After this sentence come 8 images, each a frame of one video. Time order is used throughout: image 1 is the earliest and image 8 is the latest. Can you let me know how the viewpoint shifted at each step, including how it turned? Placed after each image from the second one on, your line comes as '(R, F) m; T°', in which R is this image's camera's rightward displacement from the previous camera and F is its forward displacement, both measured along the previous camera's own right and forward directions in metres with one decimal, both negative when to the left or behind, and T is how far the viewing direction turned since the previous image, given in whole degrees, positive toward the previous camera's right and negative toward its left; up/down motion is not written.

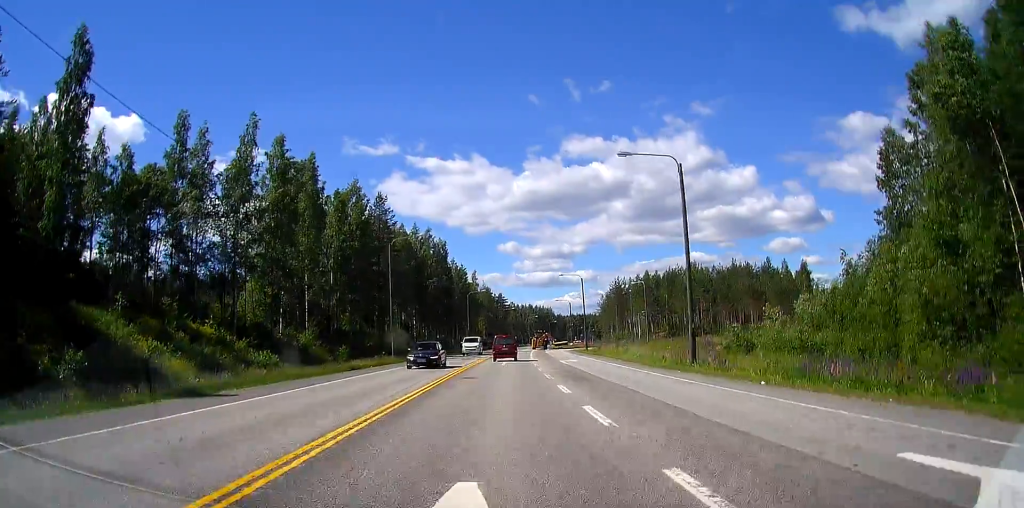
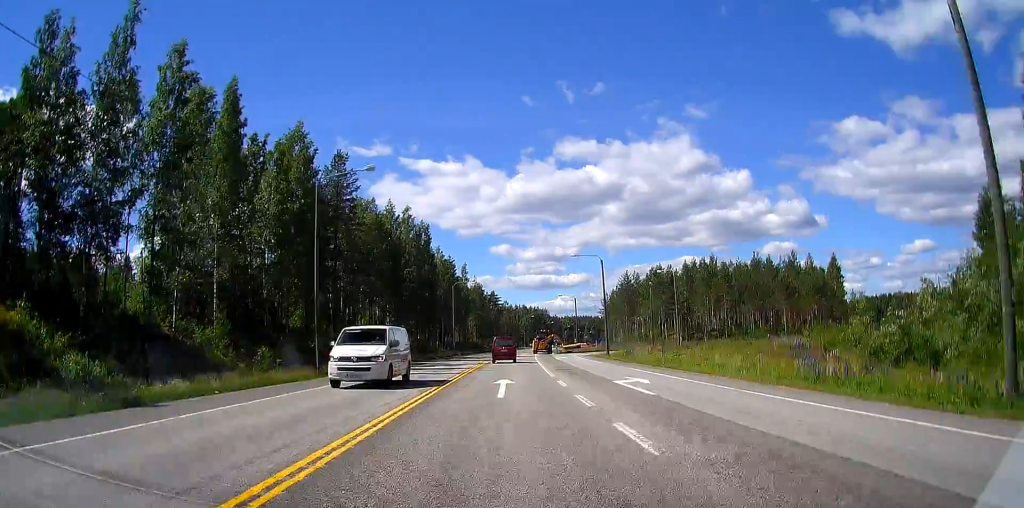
(+0.5, +20.9) m; +1°
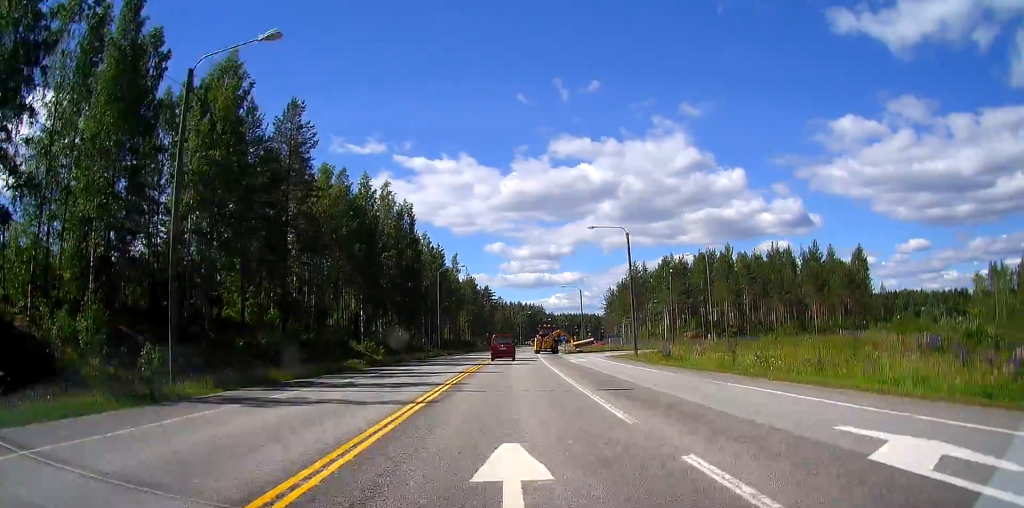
(0.0, +14.7) m; +1°
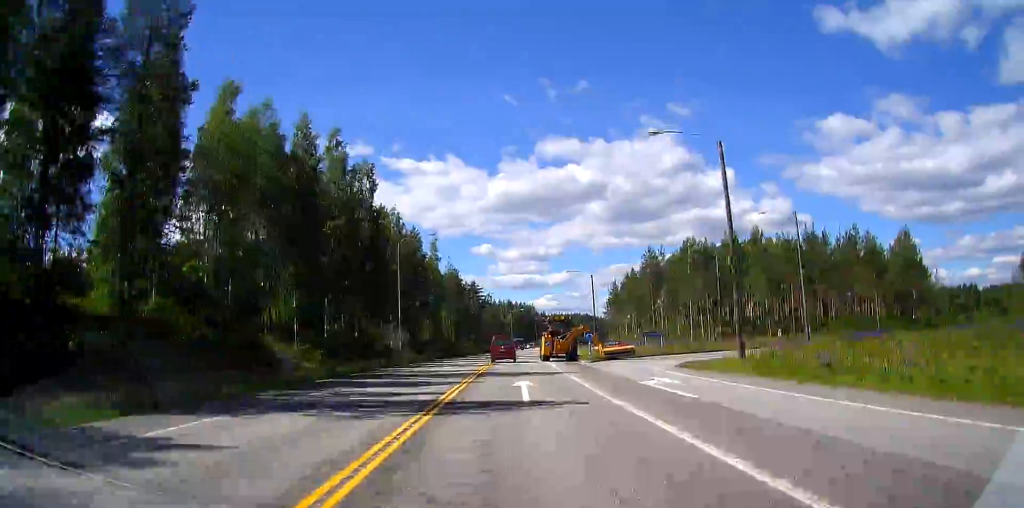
(+0.3, +22.5) m; +1°
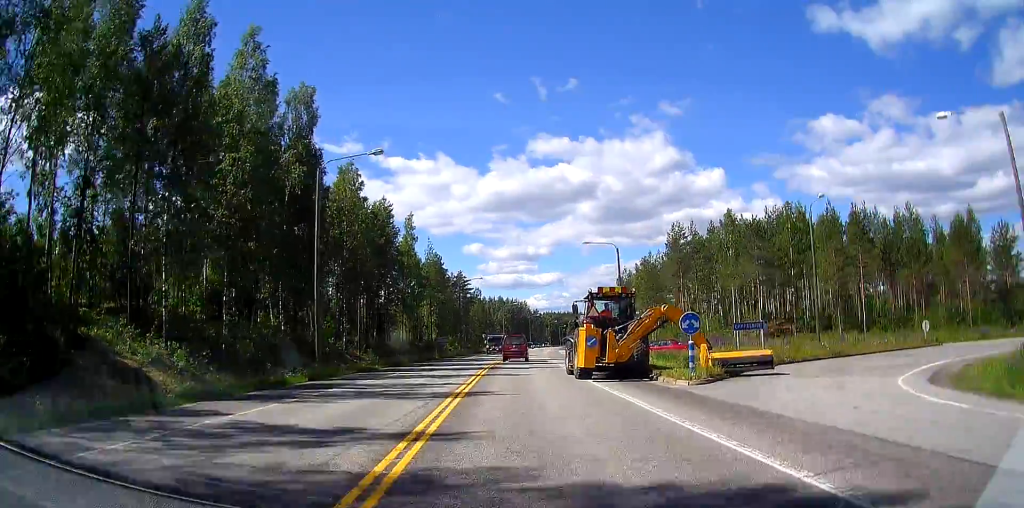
(+0.1, +21.8) m; +1°
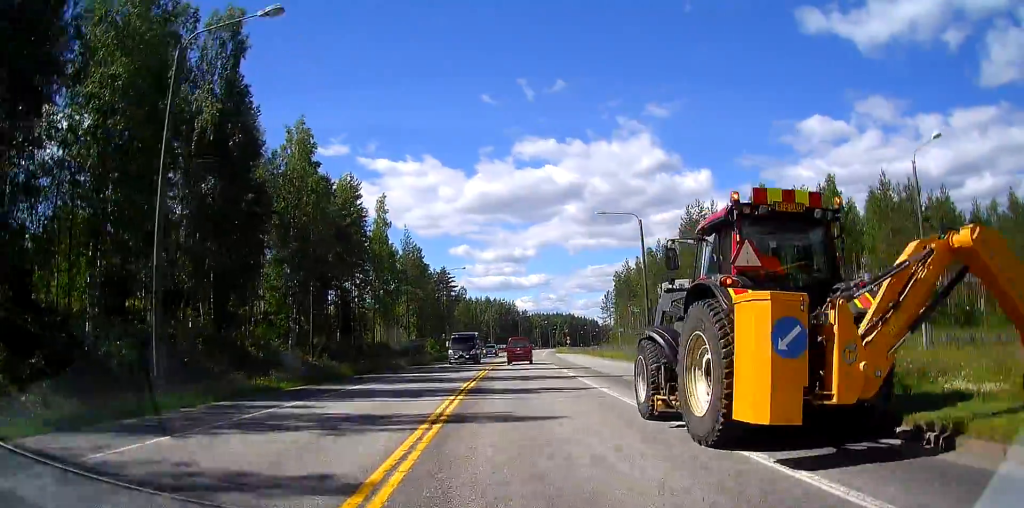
(+0.3, +13.6) m; +1°
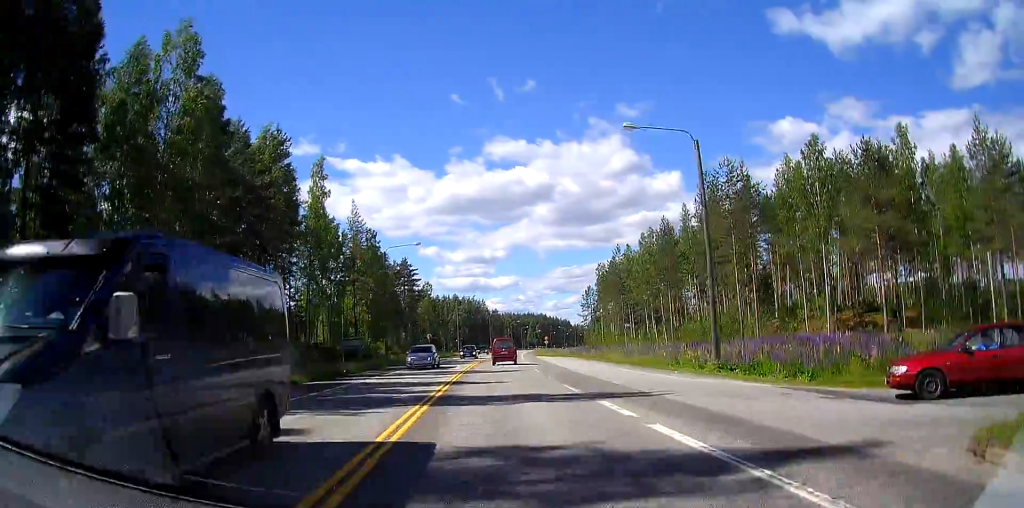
(+0.1, +17.7) m; +2°
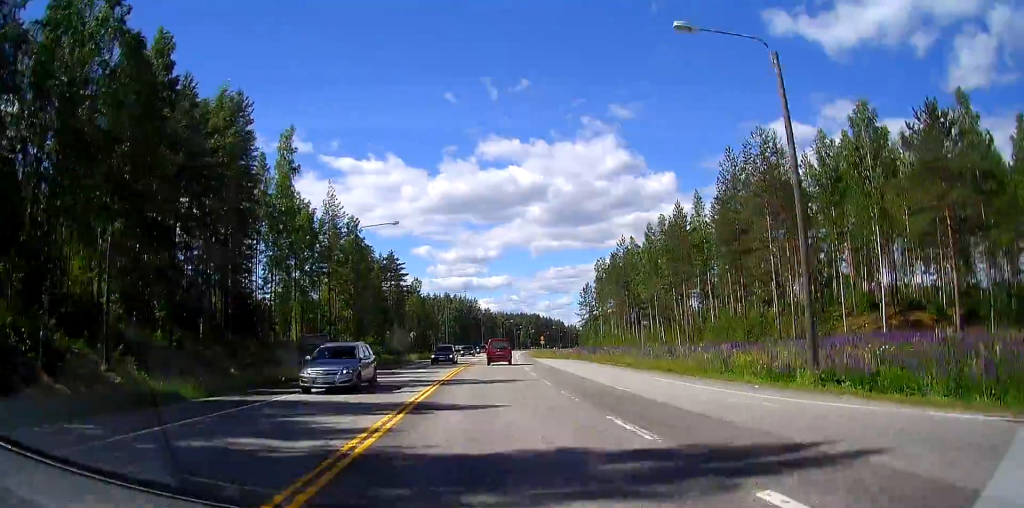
(-0.1, +8.5) m; +1°
